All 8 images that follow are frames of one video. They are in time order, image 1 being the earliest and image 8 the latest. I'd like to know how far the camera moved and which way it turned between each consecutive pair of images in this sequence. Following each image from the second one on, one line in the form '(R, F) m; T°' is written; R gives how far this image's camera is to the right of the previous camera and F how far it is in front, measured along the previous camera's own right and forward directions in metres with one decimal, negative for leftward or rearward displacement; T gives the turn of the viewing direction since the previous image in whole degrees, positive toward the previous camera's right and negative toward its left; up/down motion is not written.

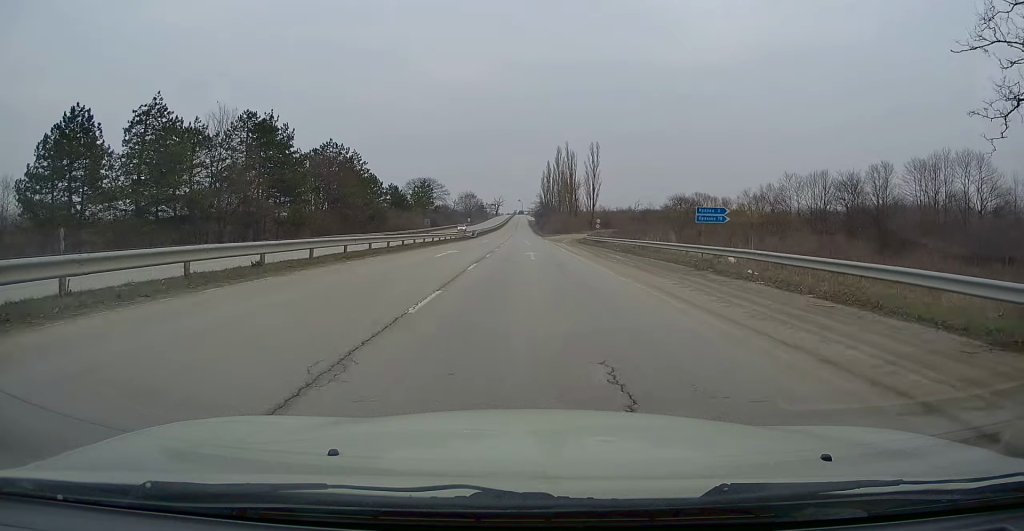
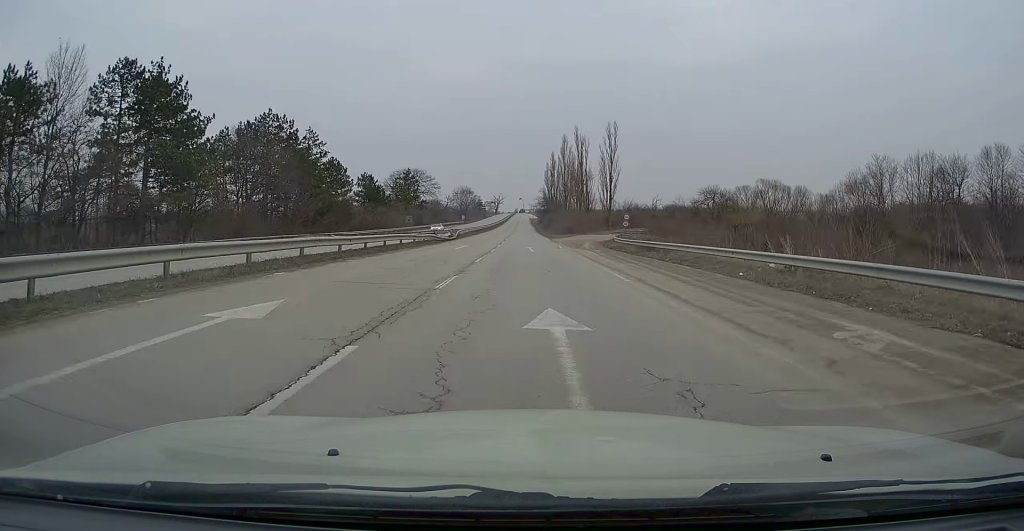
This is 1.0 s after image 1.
(+0.1, +23.4) m; +1°
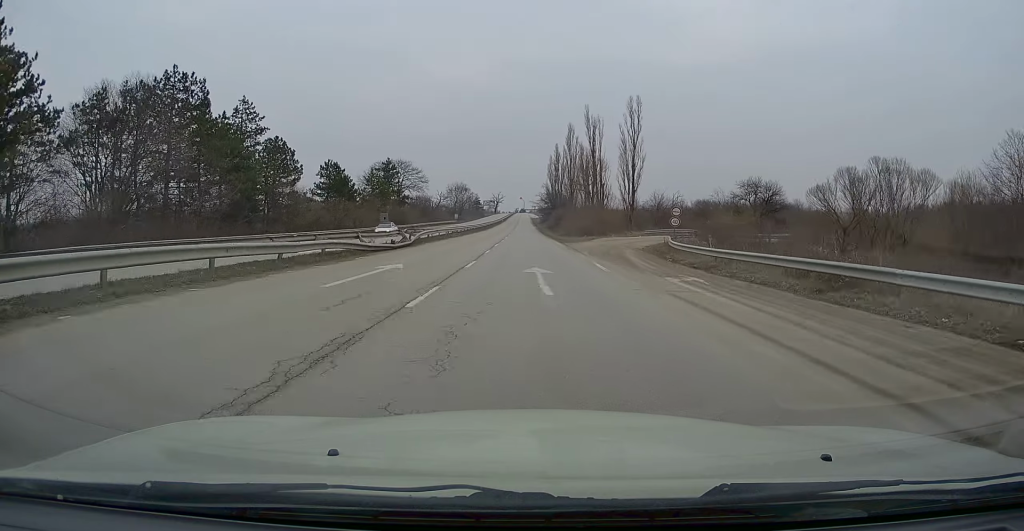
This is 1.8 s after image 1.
(+0.2, +20.9) m; 0°
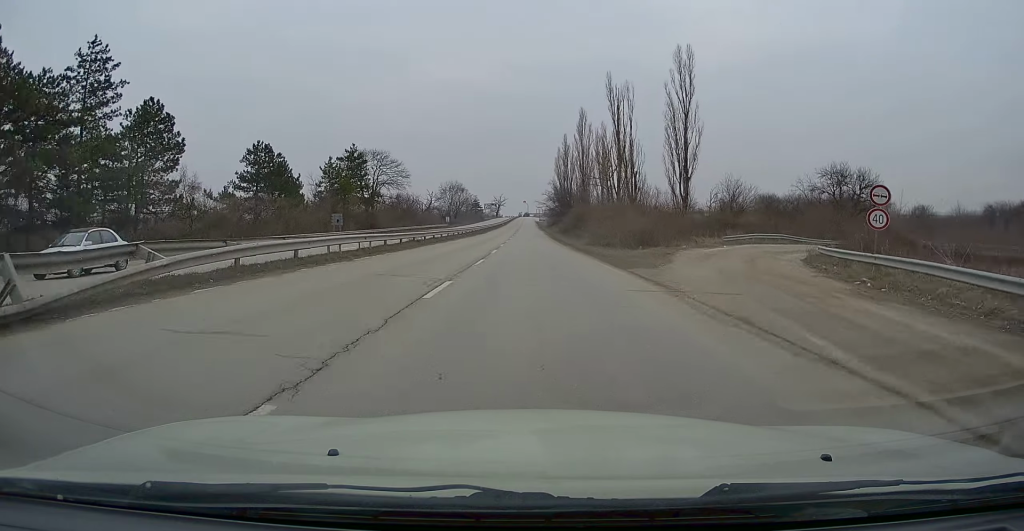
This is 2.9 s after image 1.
(-0.3, +25.6) m; -1°
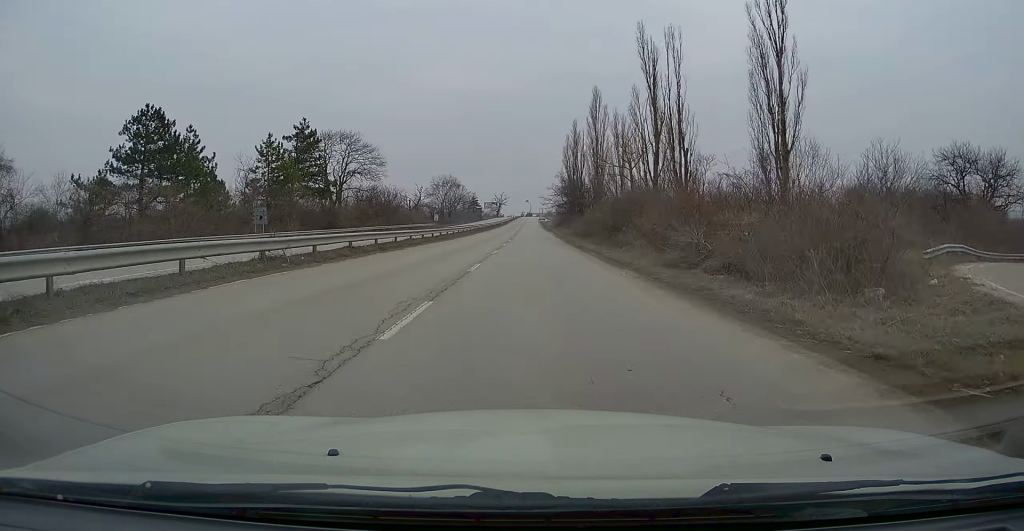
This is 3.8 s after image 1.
(-0.1, +21.6) m; 0°
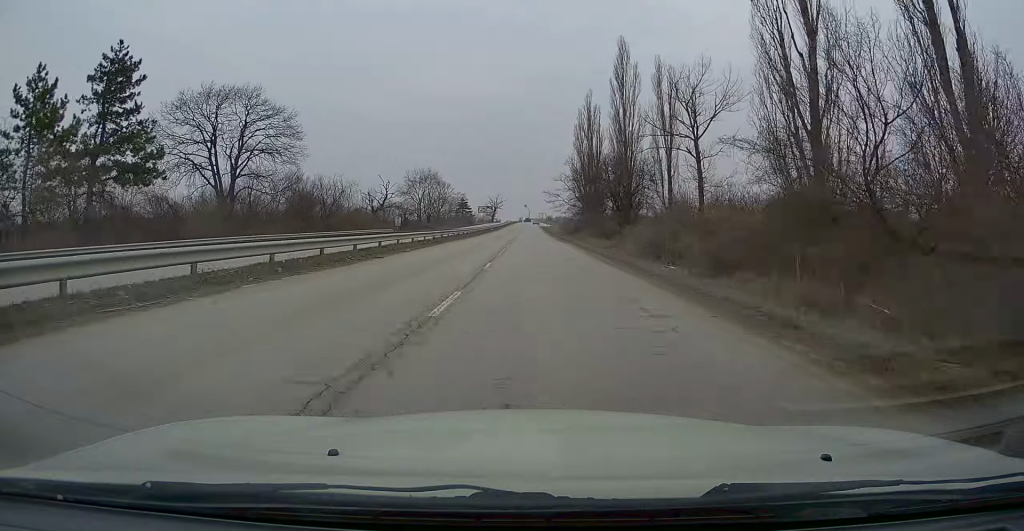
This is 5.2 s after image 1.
(+0.2, +34.0) m; +1°
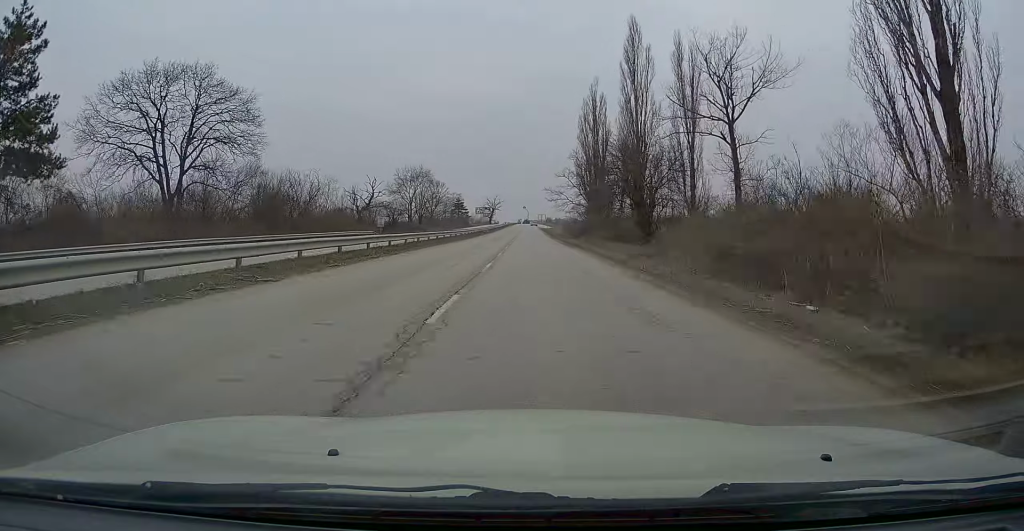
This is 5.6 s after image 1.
(0.0, +9.4) m; 0°
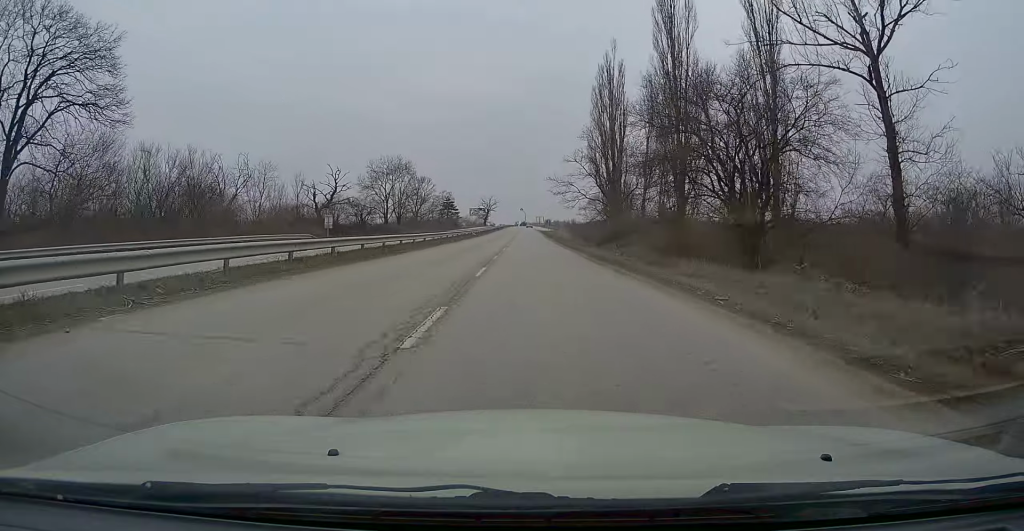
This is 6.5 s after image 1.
(+0.1, +19.4) m; 0°
